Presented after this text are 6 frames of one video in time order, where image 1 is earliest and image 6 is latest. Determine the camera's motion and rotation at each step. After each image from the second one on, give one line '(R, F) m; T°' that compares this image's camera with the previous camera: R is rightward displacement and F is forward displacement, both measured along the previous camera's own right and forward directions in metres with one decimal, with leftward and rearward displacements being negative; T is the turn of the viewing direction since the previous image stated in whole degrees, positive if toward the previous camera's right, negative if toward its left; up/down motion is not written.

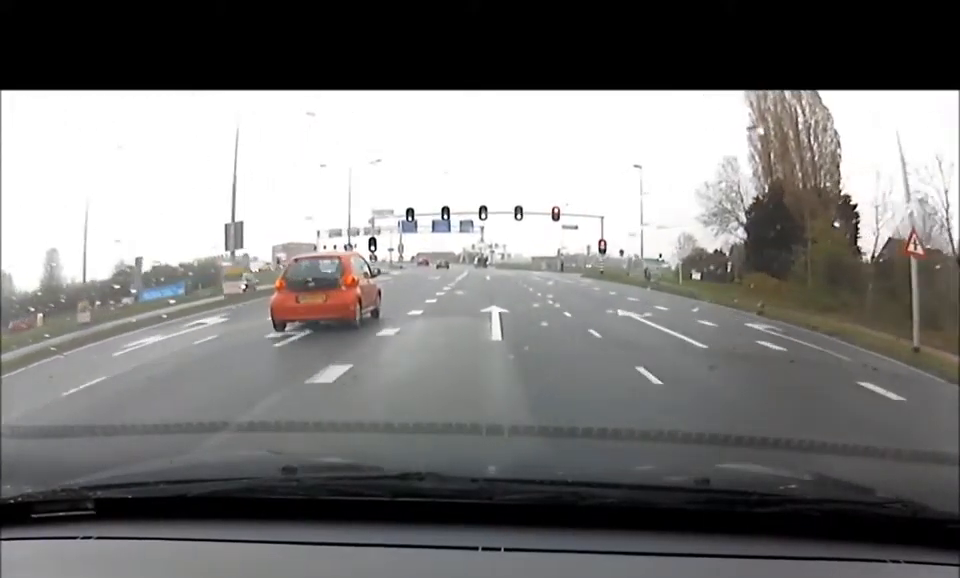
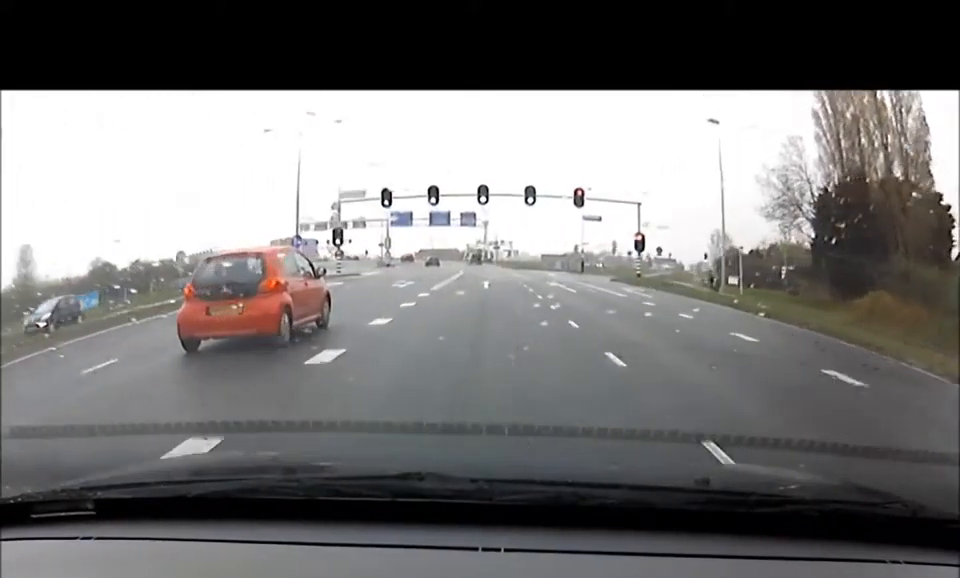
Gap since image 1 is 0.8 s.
(0.0, +14.2) m; -1°
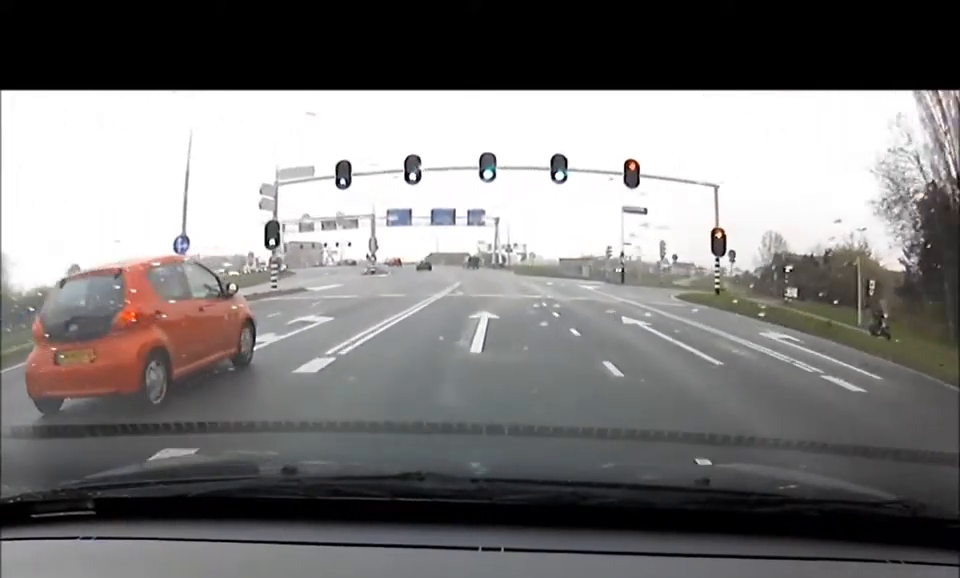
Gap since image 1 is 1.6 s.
(-0.1, +14.0) m; -2°
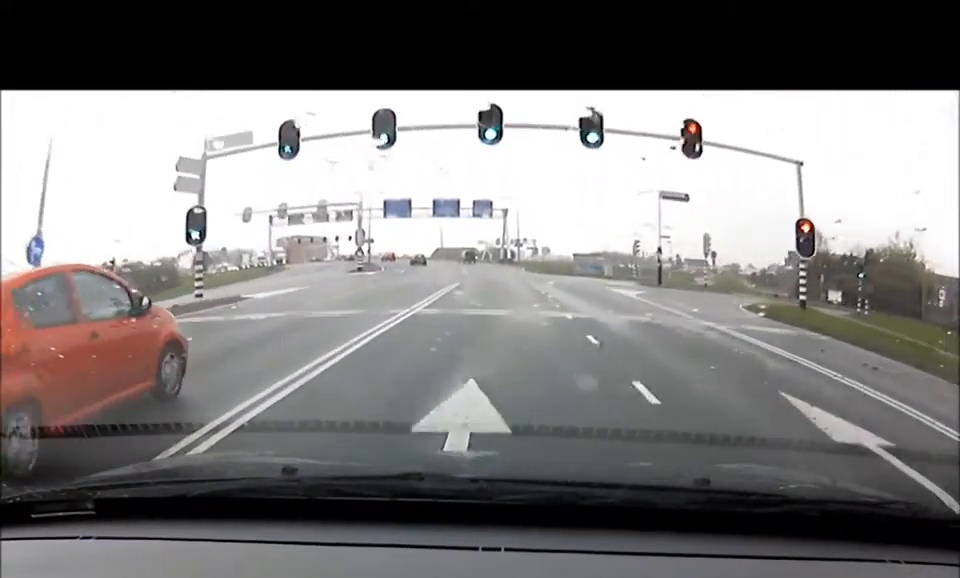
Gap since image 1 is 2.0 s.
(-0.2, +8.5) m; -1°
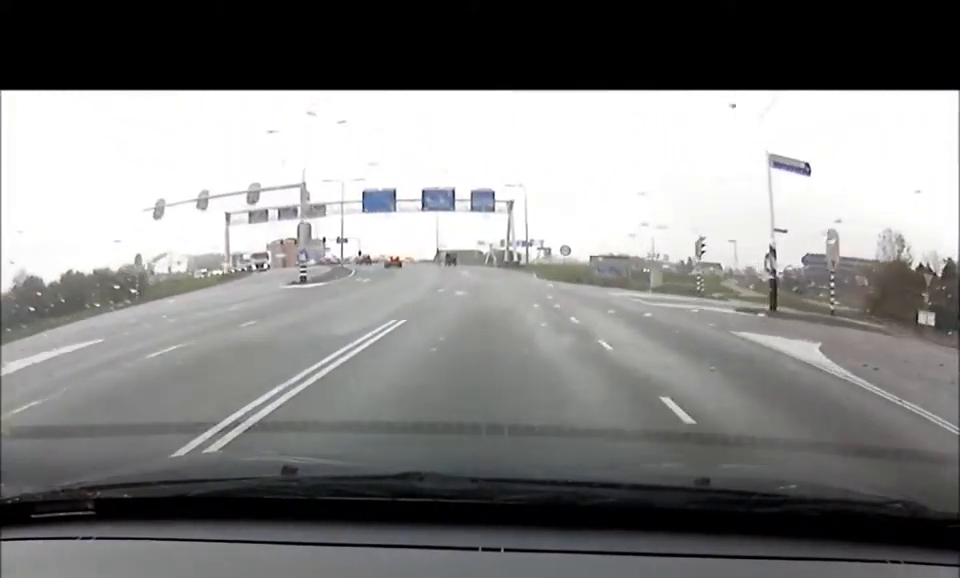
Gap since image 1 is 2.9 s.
(-0.4, +16.3) m; -2°
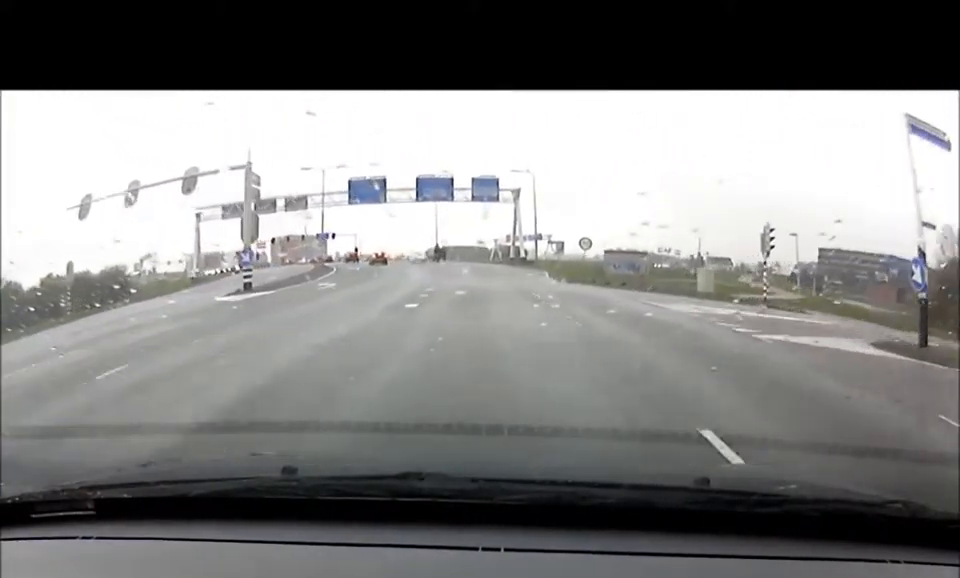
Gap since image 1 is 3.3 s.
(-0.1, +10.0) m; -1°
